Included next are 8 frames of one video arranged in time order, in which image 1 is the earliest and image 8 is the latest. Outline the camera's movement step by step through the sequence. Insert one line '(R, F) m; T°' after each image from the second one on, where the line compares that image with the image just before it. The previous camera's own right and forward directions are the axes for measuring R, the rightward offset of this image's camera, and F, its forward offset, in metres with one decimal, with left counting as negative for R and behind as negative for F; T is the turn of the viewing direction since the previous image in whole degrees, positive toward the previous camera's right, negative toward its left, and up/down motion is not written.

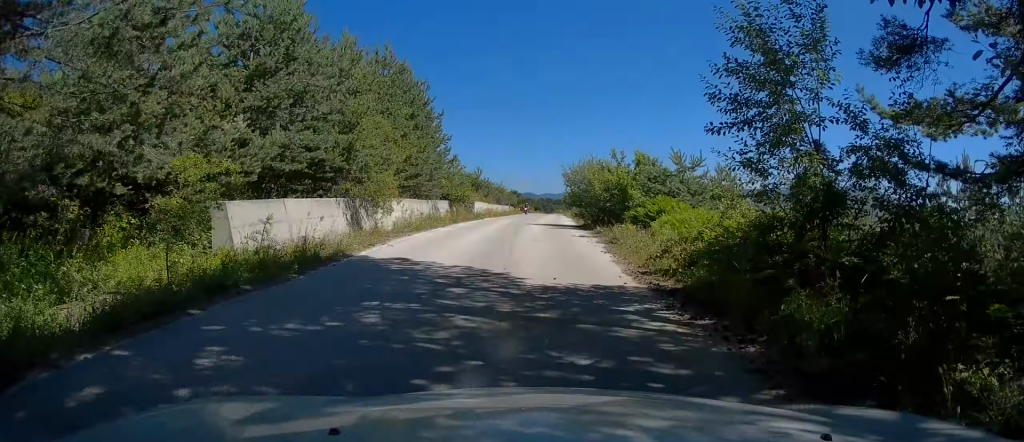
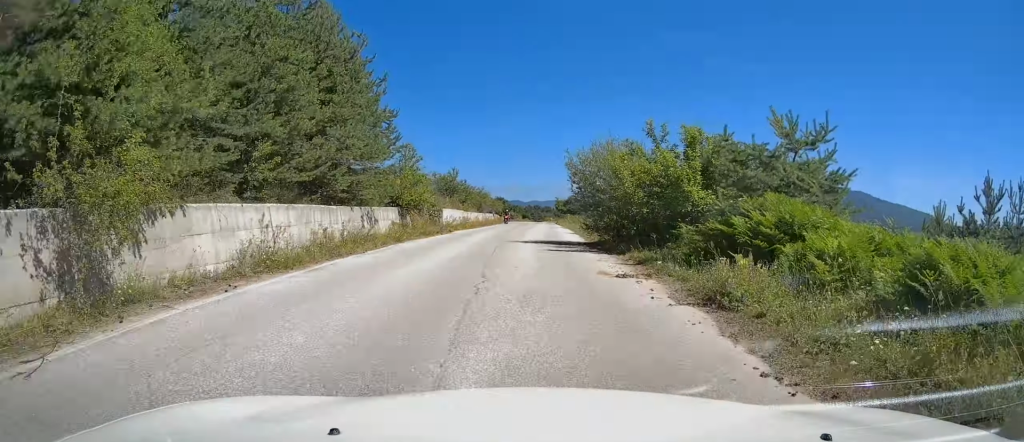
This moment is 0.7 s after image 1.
(0.0, +11.1) m; +1°
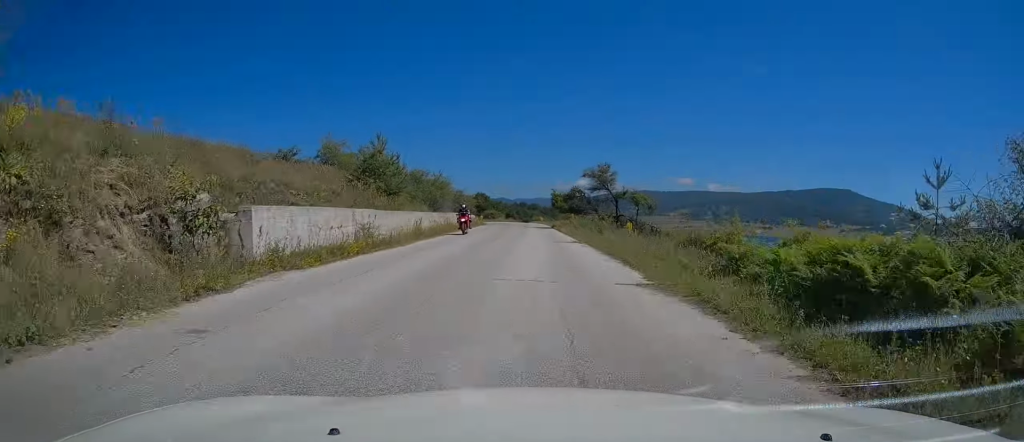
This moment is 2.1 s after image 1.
(+0.7, +23.4) m; +2°
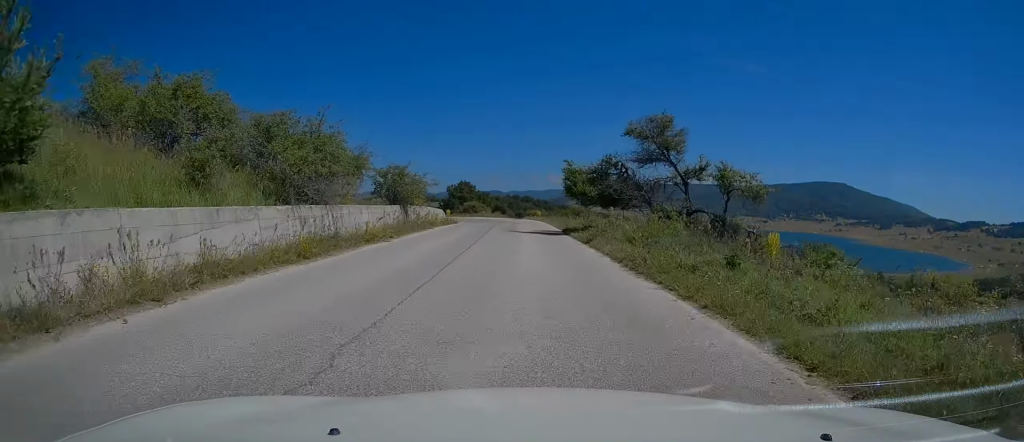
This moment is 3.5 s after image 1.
(+0.2, +24.4) m; +1°
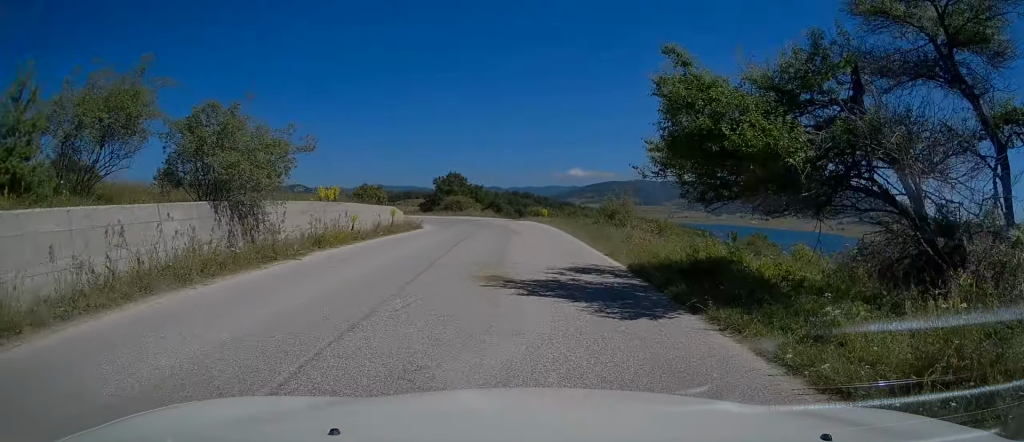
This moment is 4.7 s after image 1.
(+0.1, +18.7) m; 0°
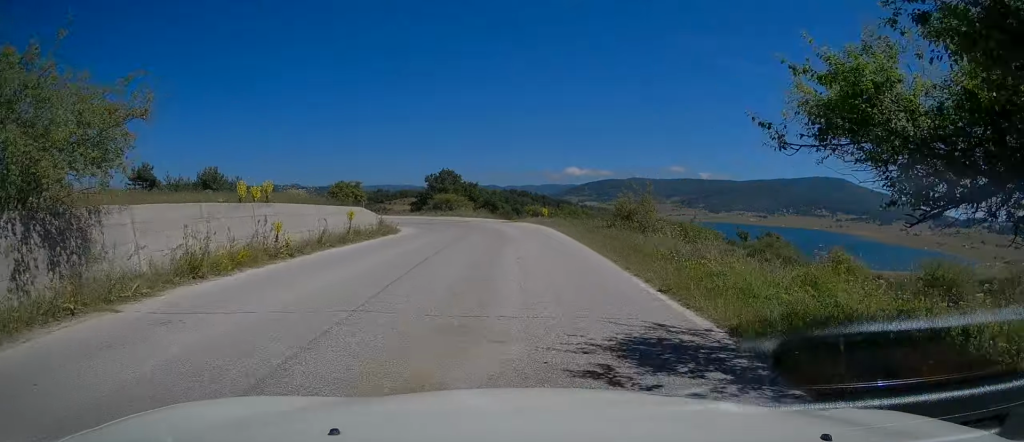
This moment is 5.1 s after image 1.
(0.0, +5.5) m; 0°
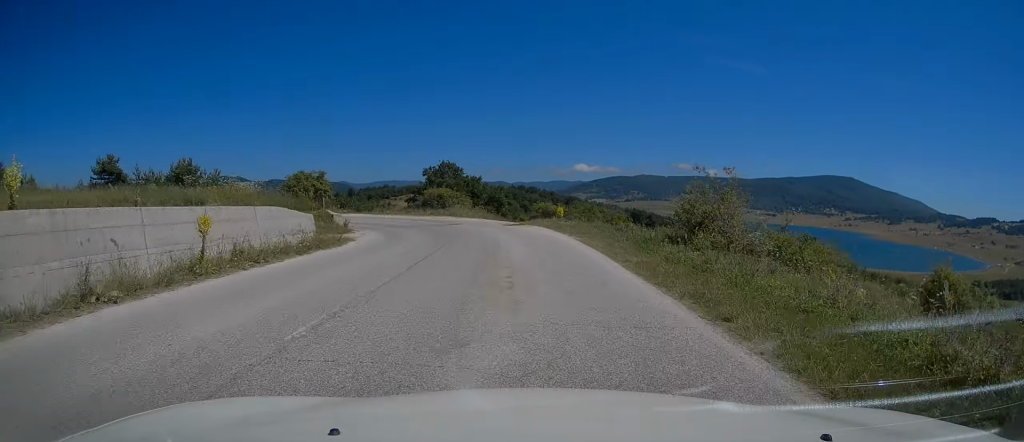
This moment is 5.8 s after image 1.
(0.0, +9.7) m; -1°
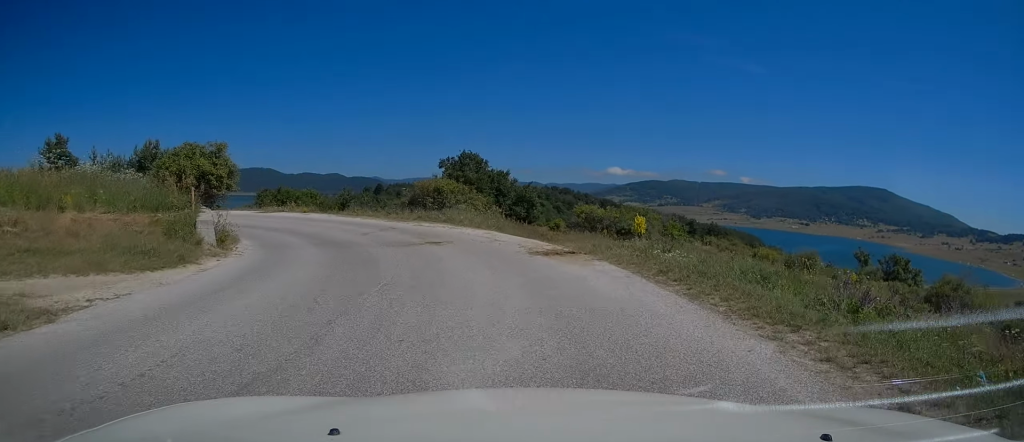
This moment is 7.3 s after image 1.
(-0.5, +14.9) m; -7°
